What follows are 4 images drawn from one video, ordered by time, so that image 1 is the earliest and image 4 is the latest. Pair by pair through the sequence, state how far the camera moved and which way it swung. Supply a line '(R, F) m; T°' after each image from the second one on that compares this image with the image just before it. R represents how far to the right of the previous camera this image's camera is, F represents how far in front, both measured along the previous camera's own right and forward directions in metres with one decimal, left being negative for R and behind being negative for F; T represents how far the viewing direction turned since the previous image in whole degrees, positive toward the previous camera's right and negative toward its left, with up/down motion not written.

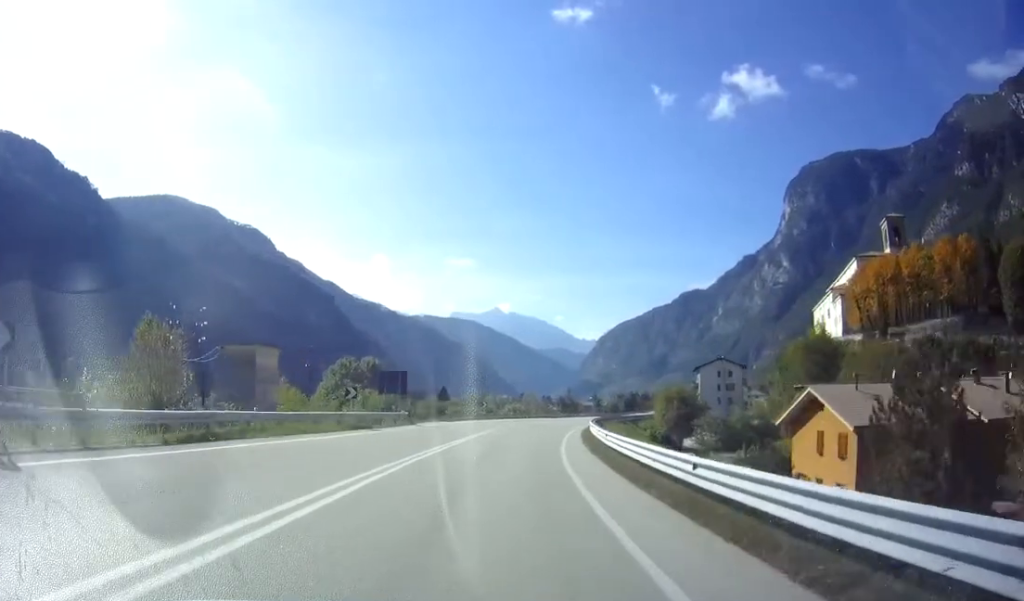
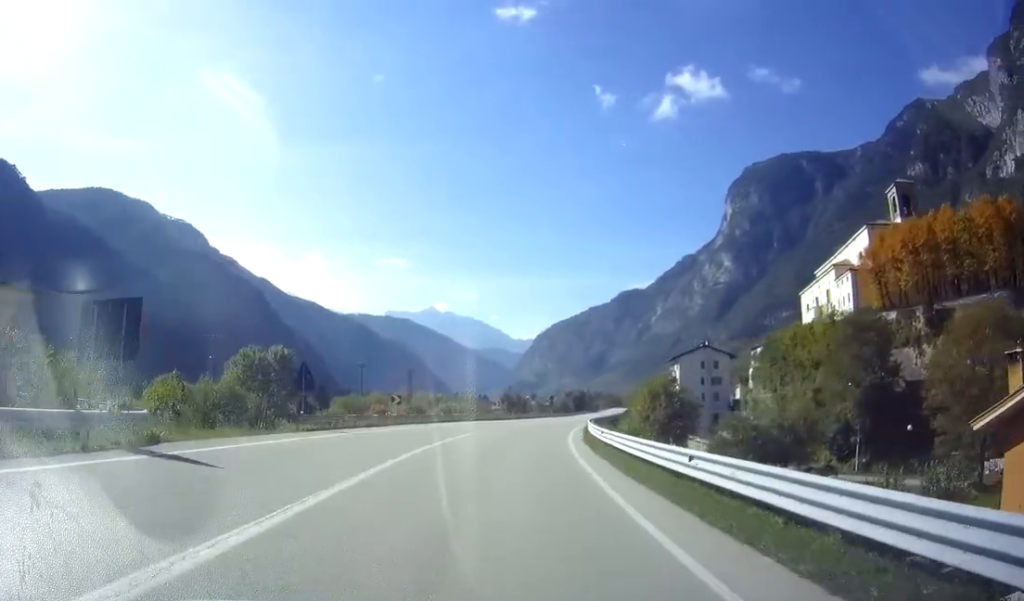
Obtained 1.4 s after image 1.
(+1.3, +26.4) m; +5°
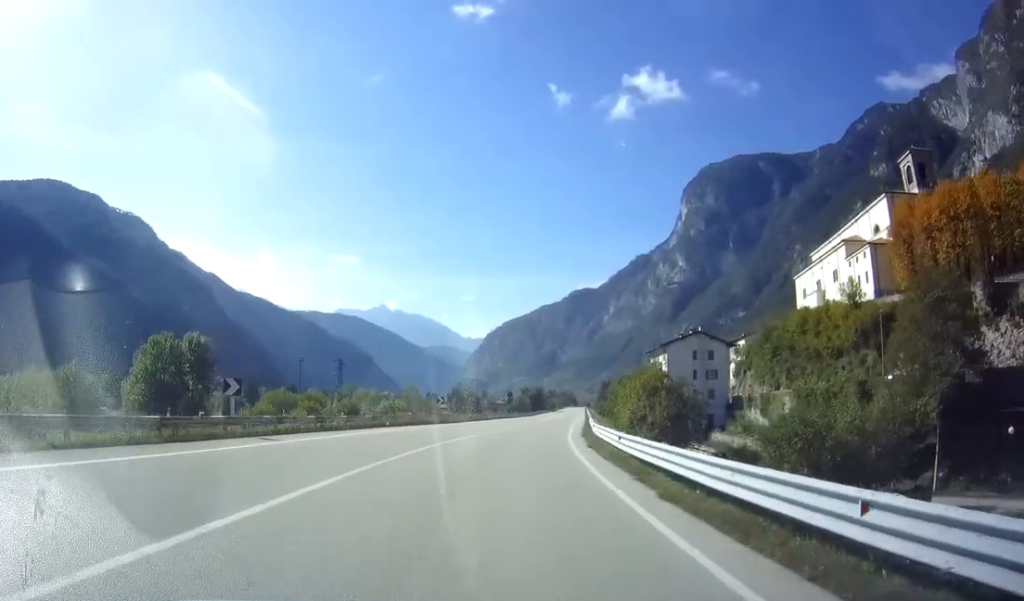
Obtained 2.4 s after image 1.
(+0.7, +20.0) m; +5°
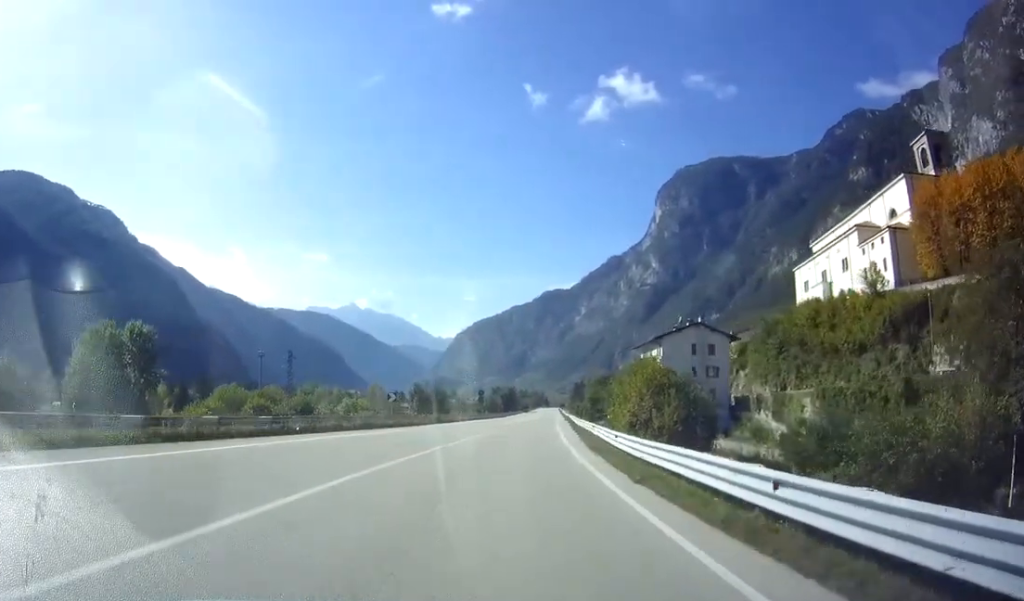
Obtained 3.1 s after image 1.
(+0.4, +12.4) m; +3°
